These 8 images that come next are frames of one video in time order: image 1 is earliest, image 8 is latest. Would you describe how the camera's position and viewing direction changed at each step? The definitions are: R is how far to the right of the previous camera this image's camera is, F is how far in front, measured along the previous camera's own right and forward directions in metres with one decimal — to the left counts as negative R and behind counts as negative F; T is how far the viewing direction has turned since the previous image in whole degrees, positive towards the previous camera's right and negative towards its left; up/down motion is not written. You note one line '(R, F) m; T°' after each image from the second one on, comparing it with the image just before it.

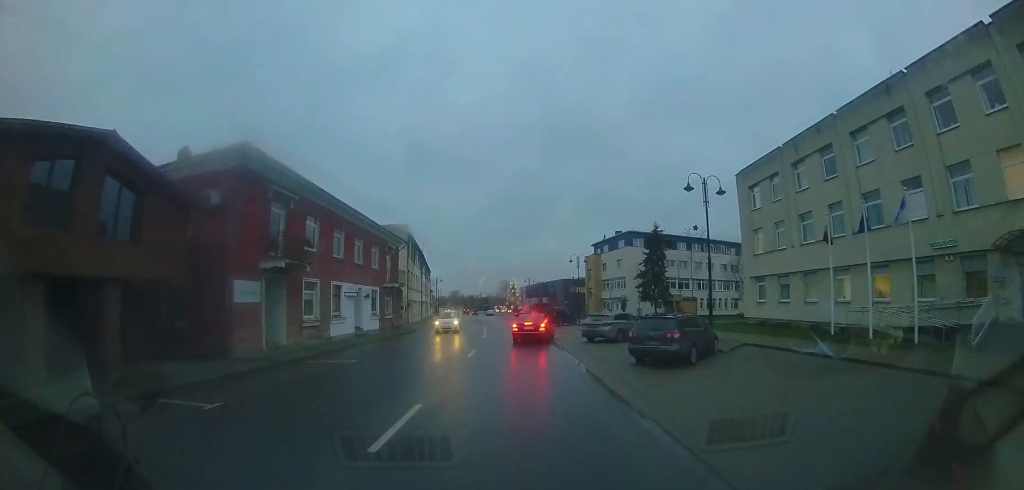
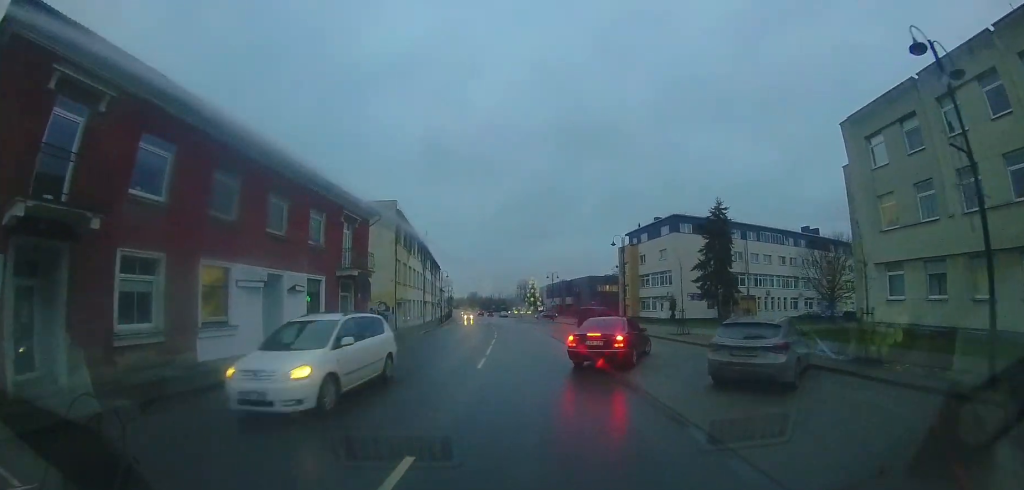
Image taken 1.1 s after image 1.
(+0.3, +10.7) m; -1°
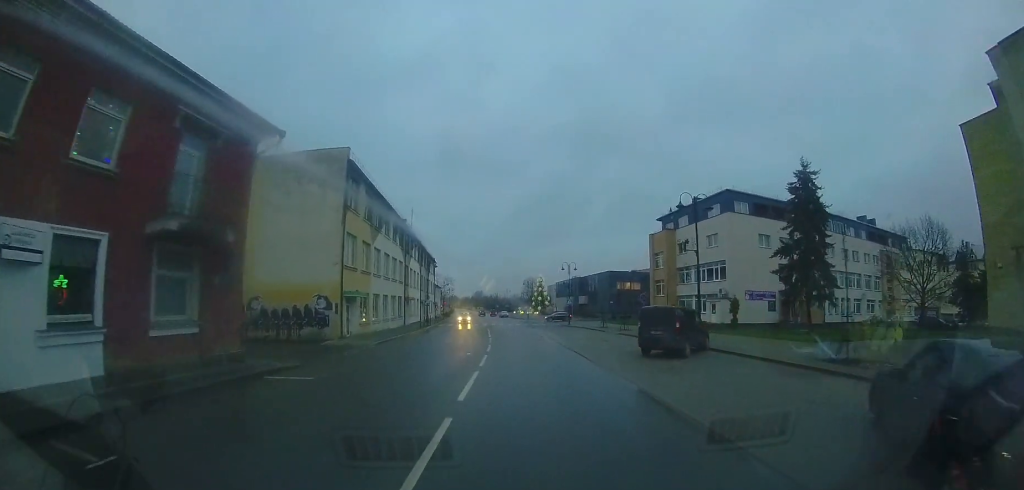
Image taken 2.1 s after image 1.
(-0.5, +11.1) m; -2°
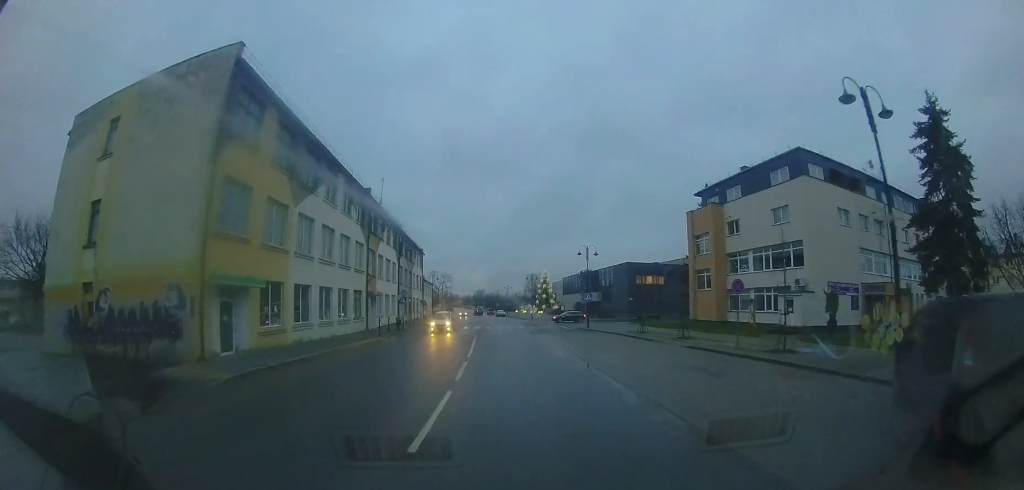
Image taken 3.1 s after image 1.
(+0.1, +10.5) m; -1°
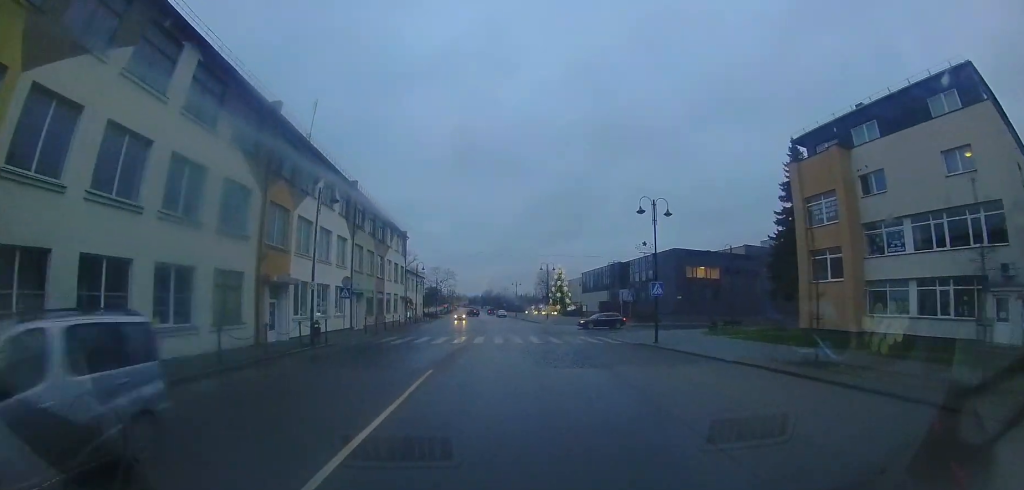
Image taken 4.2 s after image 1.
(-0.4, +14.4) m; -2°
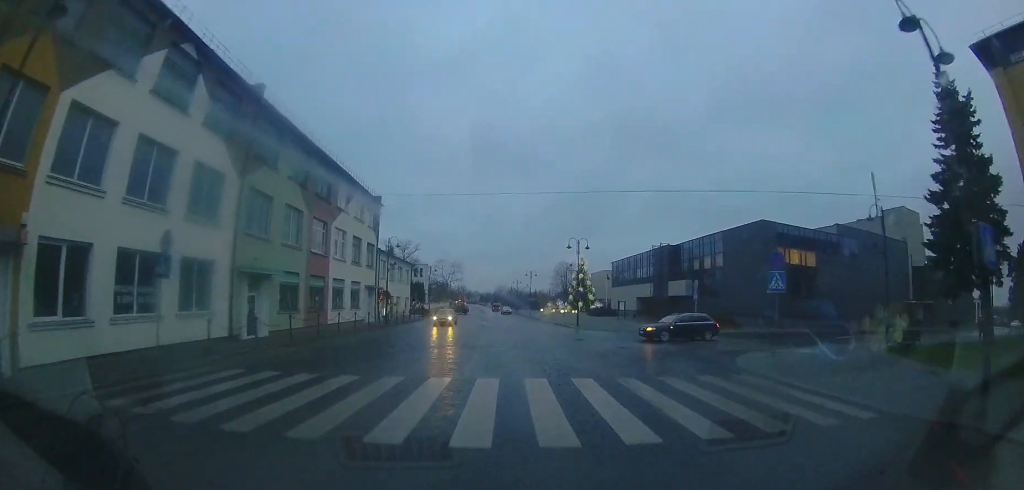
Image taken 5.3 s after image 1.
(0.0, +14.1) m; -1°
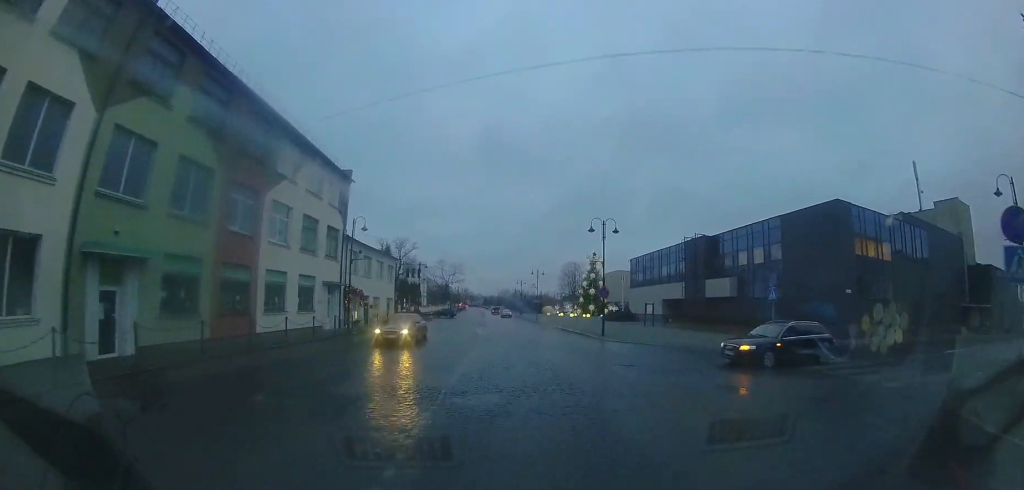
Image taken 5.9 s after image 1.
(+0.1, +7.8) m; -1°
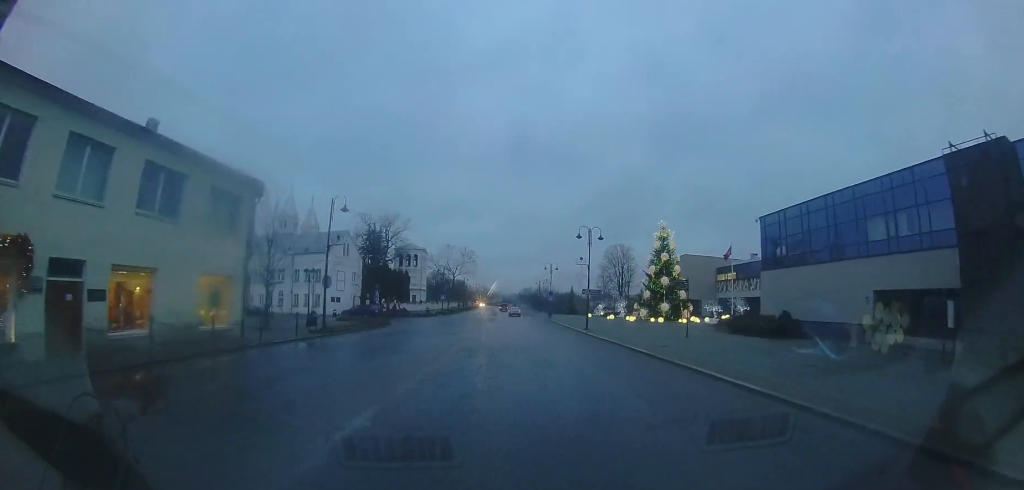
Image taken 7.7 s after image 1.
(-0.7, +26.1) m; -1°
